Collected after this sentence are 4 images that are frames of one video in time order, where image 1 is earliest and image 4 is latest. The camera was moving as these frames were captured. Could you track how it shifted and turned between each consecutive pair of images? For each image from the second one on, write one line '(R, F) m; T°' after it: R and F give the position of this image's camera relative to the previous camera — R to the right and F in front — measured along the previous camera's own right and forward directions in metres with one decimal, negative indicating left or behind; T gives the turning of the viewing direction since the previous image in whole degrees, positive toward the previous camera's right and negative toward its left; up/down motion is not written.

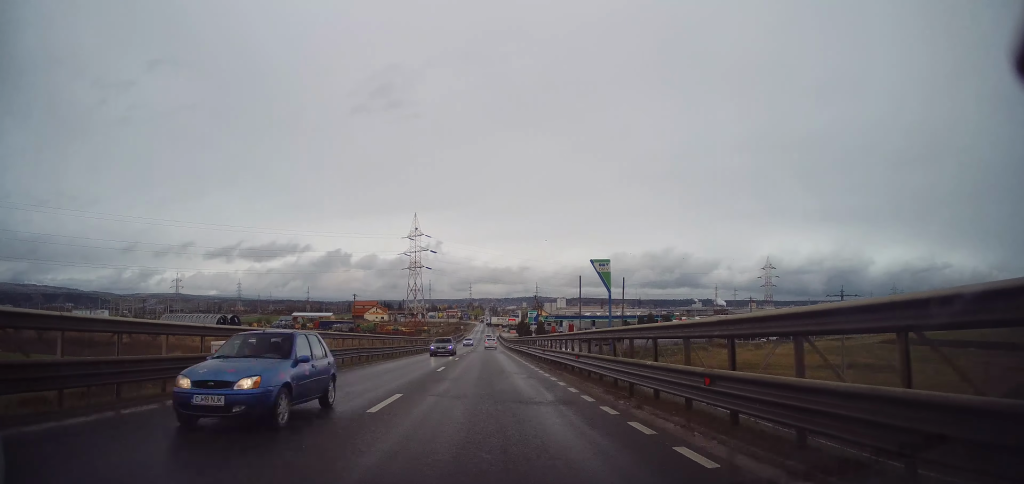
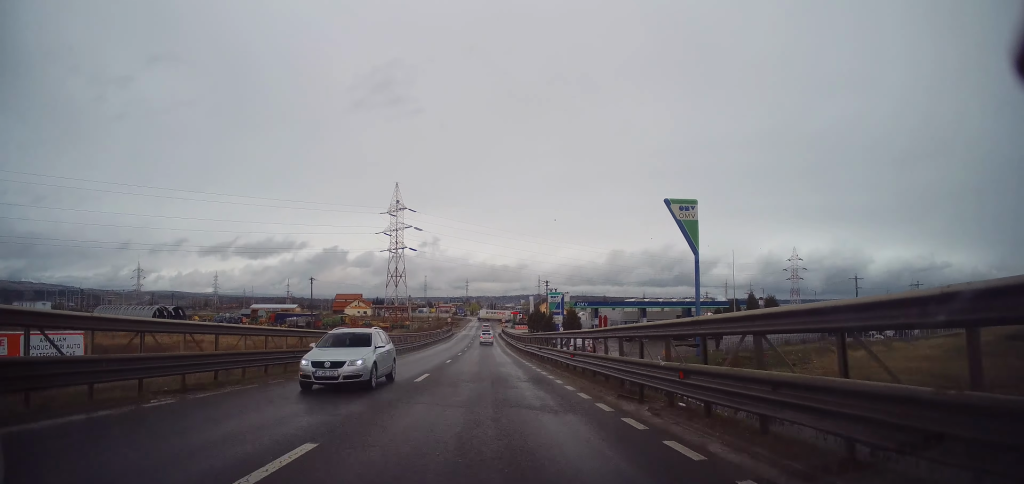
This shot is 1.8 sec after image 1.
(0.0, +41.4) m; 0°
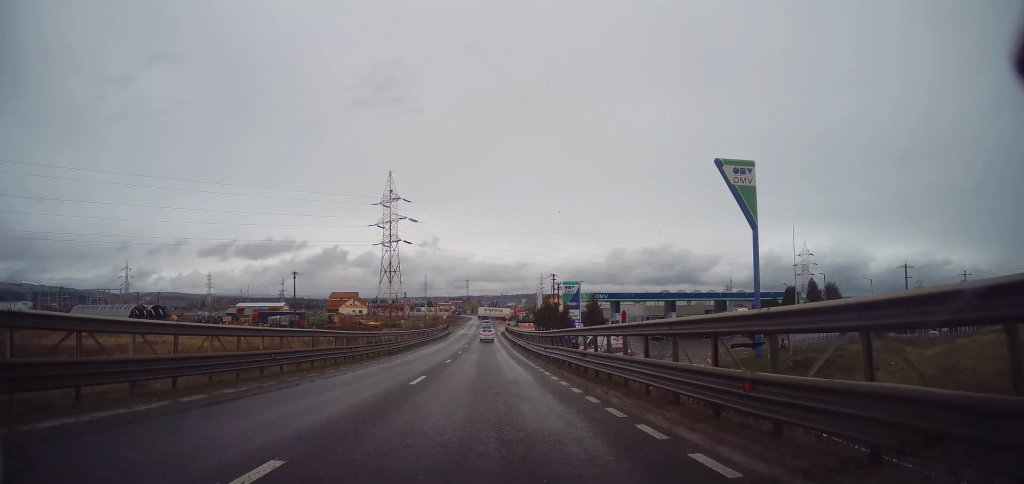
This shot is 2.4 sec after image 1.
(0.0, +13.0) m; -1°
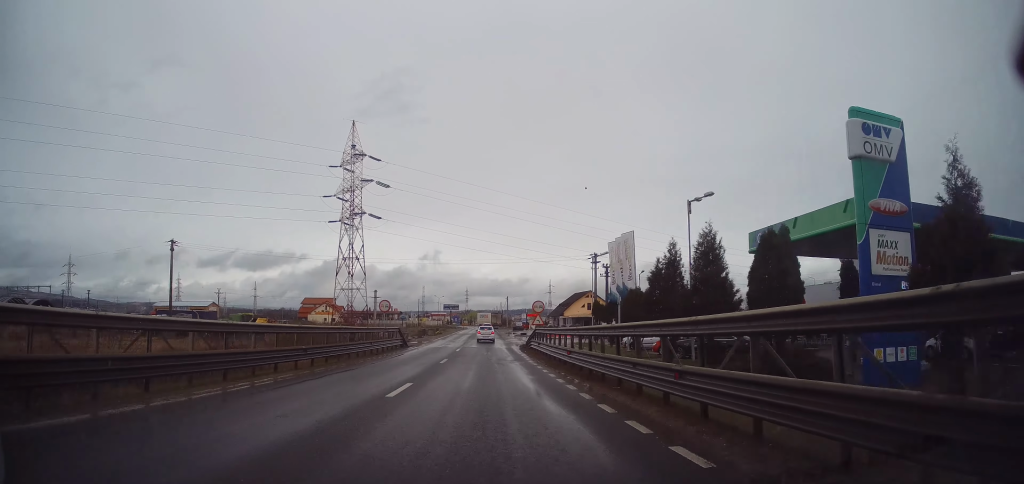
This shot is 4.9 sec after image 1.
(-0.1, +51.4) m; 0°
